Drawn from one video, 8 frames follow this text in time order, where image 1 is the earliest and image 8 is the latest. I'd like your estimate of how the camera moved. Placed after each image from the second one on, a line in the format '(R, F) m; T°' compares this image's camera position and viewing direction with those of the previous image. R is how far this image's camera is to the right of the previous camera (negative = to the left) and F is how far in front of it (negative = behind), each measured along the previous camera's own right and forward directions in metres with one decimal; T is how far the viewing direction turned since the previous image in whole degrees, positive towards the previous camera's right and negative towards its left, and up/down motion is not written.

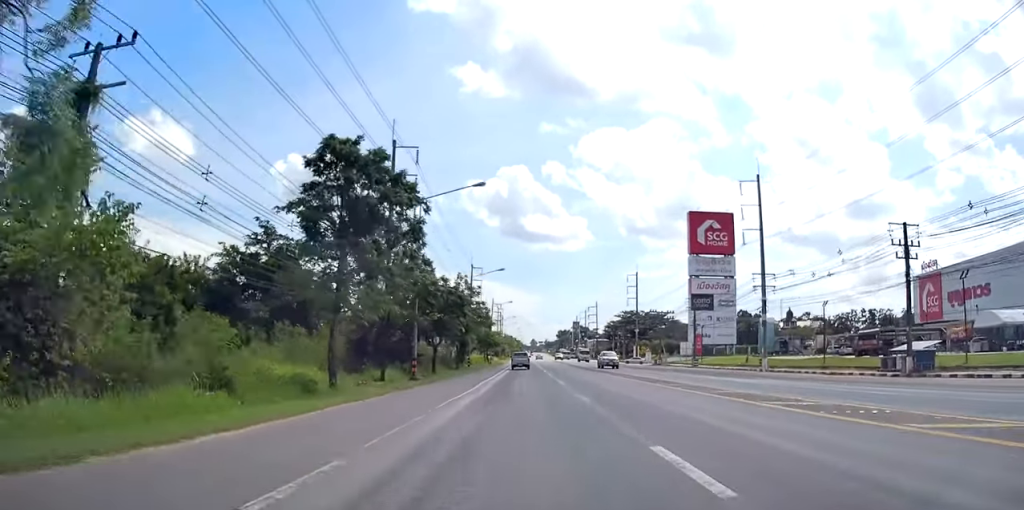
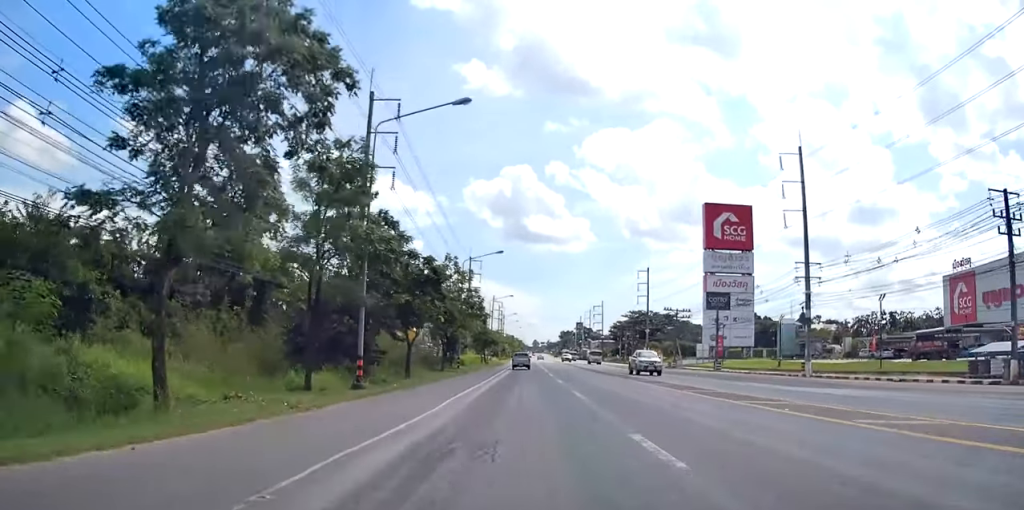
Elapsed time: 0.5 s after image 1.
(0.0, +10.4) m; 0°
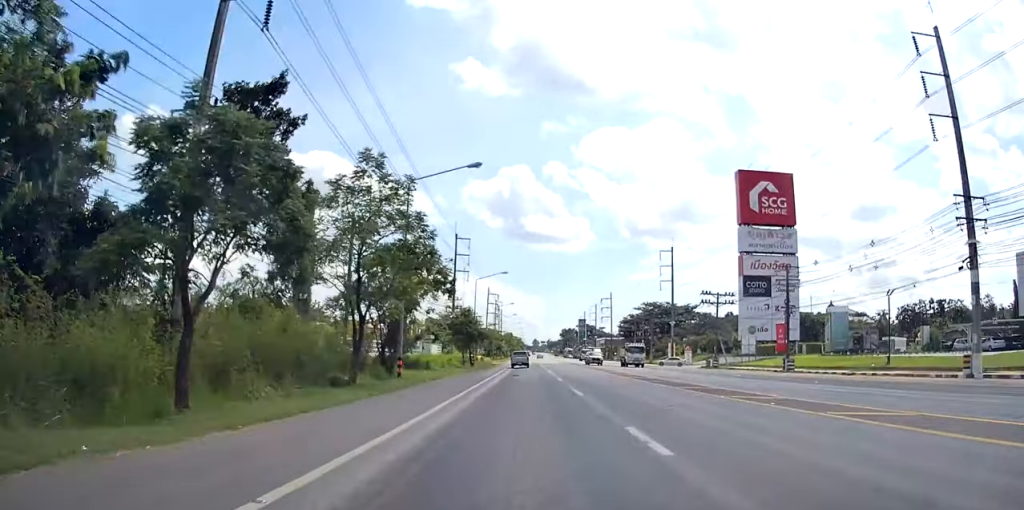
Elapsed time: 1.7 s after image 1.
(+0.2, +23.4) m; +1°
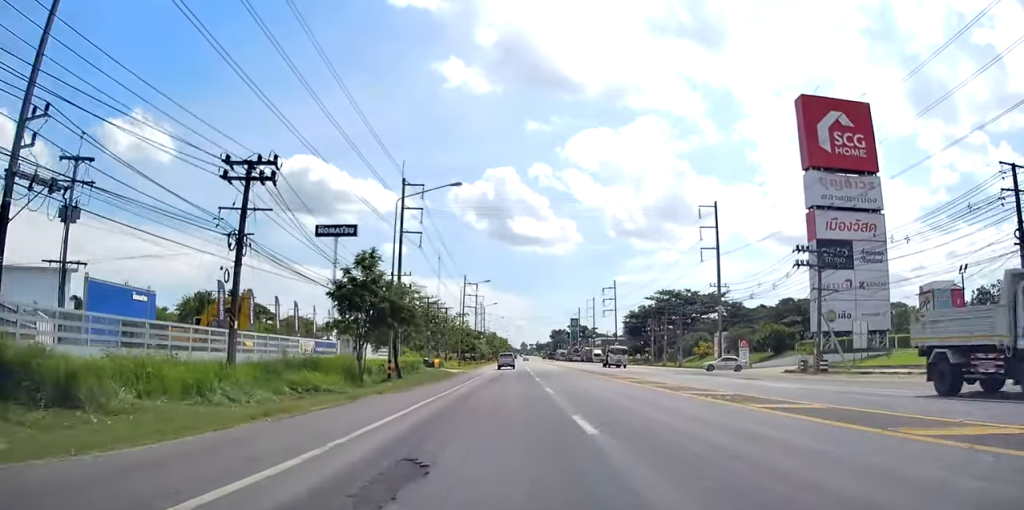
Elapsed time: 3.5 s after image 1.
(0.0, +33.5) m; 0°
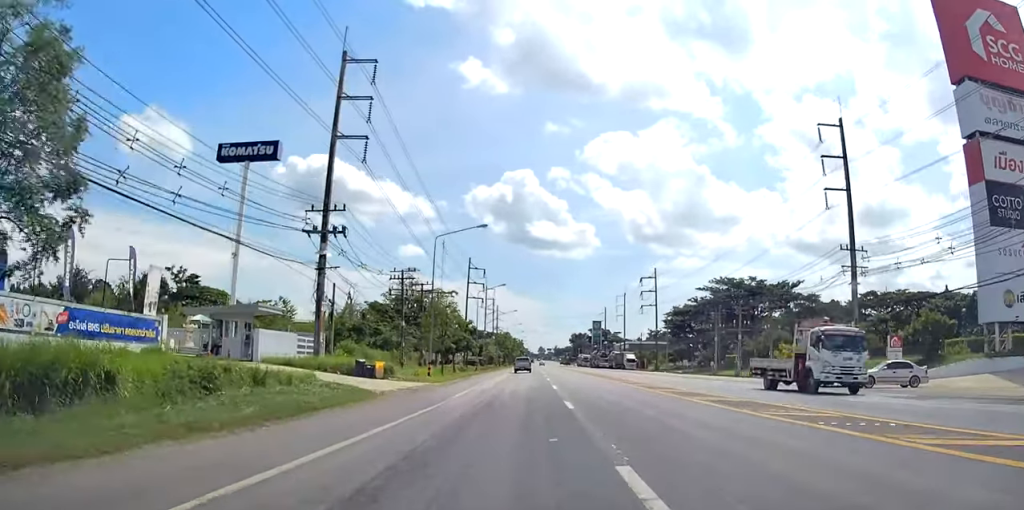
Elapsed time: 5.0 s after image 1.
(-0.6, +29.6) m; -2°
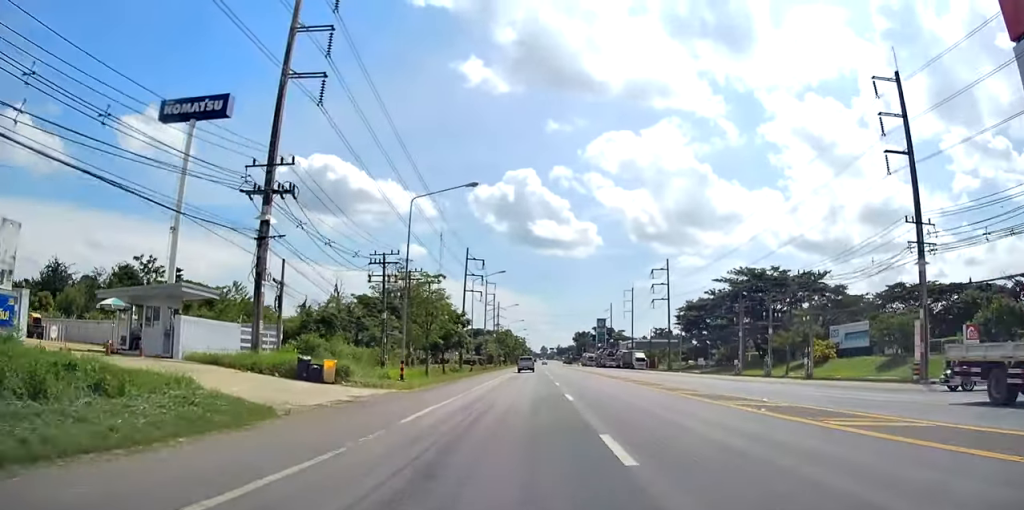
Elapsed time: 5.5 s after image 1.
(-0.1, +8.5) m; 0°
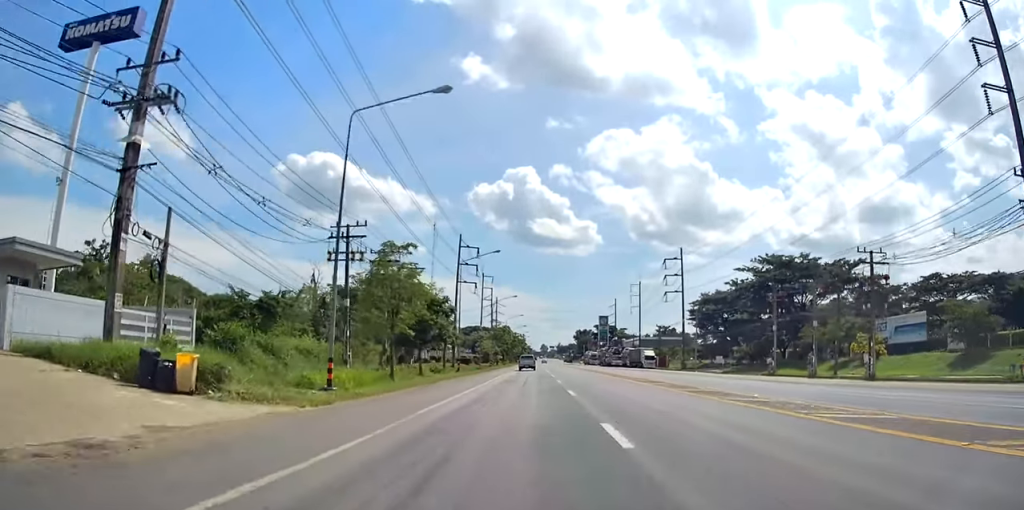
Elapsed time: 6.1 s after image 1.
(+0.1, +11.2) m; +1°
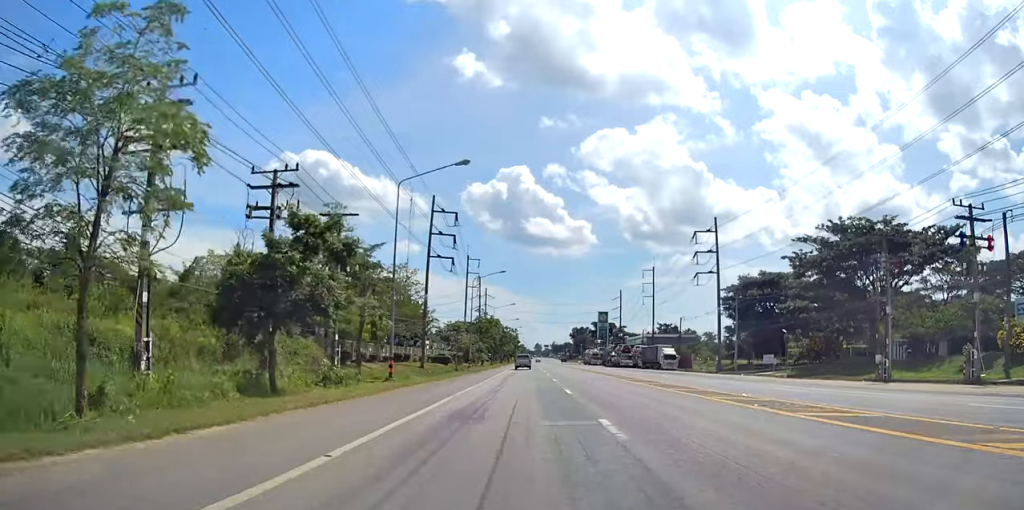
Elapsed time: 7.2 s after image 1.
(+0.3, +22.9) m; 0°
